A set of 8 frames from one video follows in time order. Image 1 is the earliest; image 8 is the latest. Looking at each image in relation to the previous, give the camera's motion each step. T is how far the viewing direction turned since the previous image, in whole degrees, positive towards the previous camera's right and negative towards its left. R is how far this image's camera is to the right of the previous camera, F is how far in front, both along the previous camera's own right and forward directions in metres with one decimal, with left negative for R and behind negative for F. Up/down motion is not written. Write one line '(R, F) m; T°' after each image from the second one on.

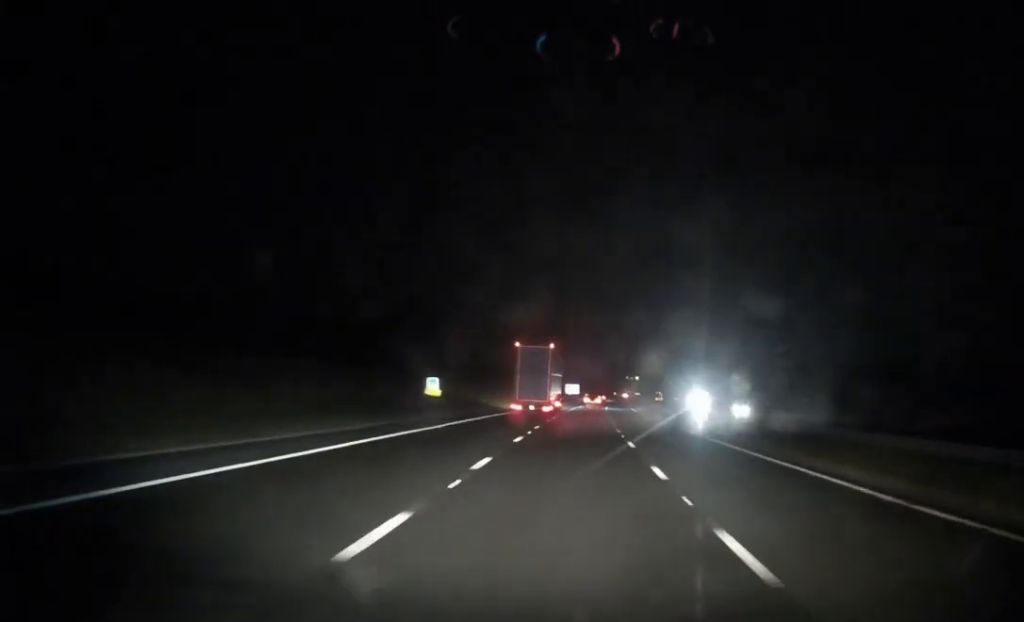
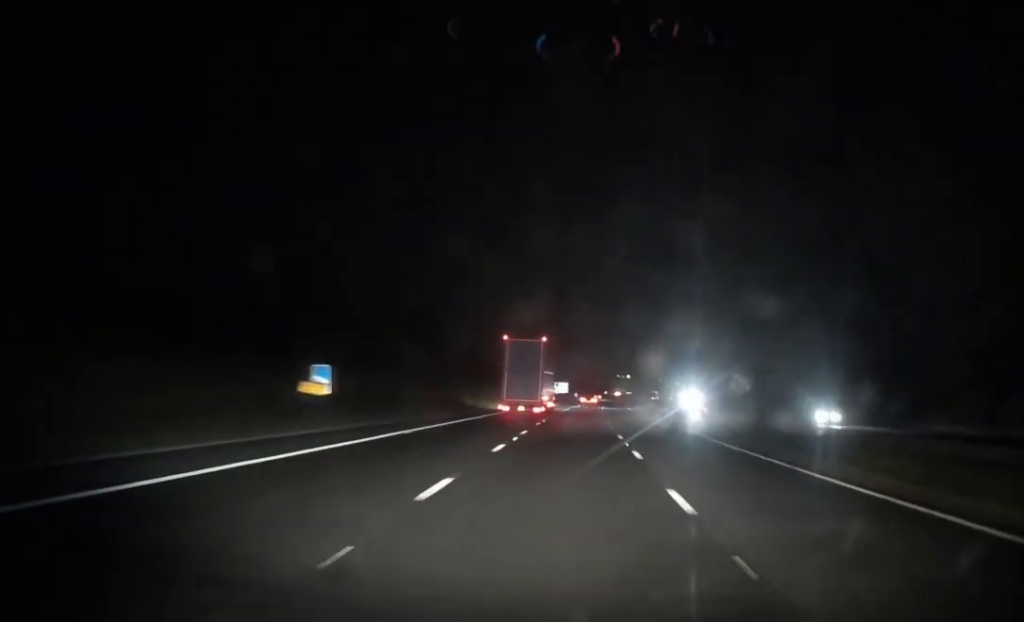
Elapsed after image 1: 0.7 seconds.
(+0.1, +22.8) m; +1°
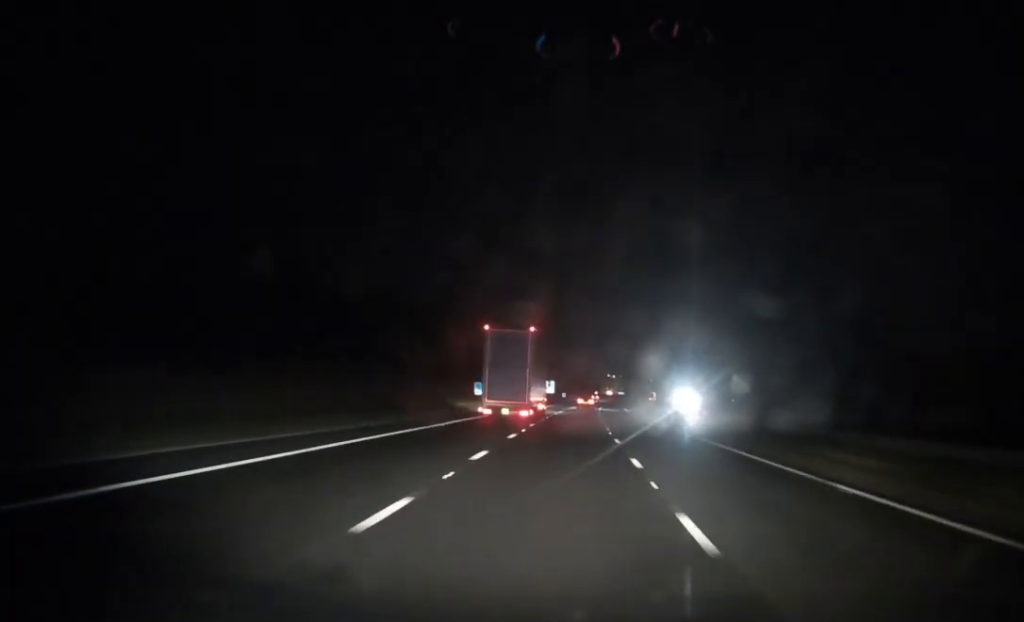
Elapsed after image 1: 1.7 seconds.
(+0.2, +28.9) m; +1°
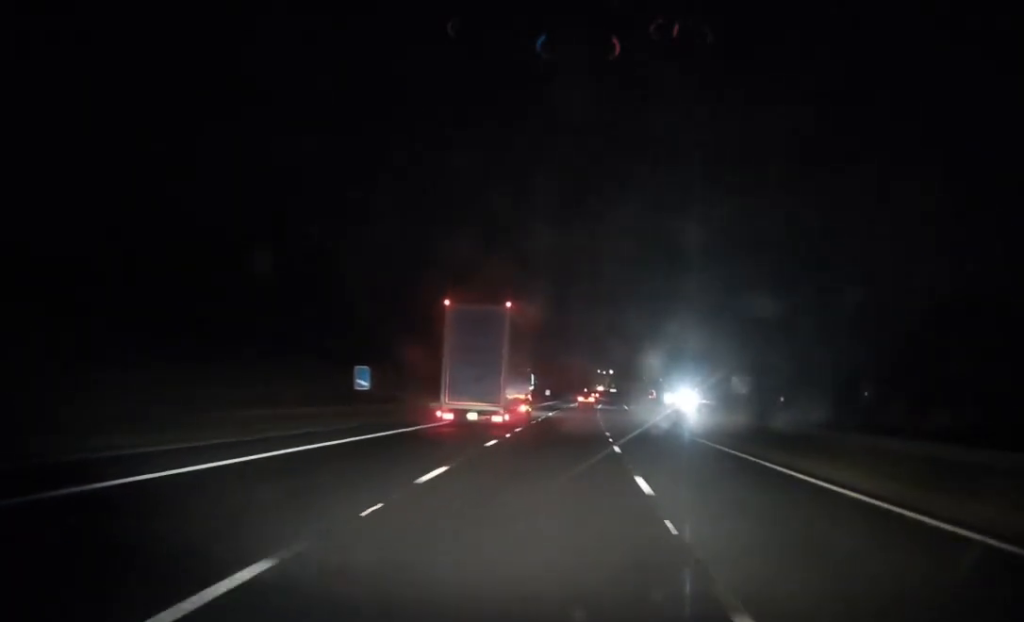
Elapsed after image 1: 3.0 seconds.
(+0.2, +41.3) m; +1°
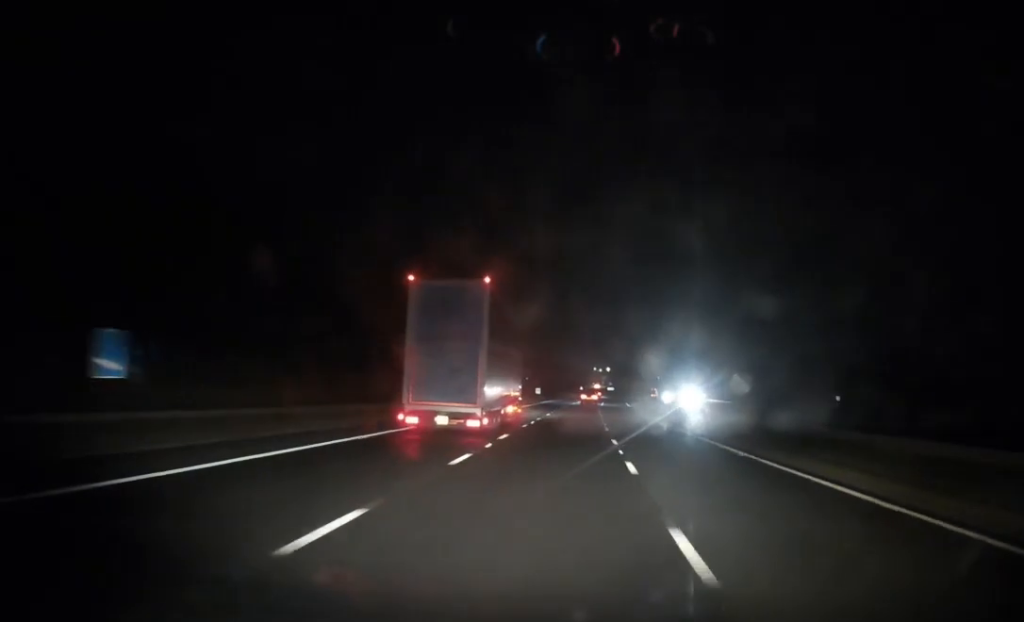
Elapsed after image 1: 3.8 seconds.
(+0.1, +23.8) m; 0°
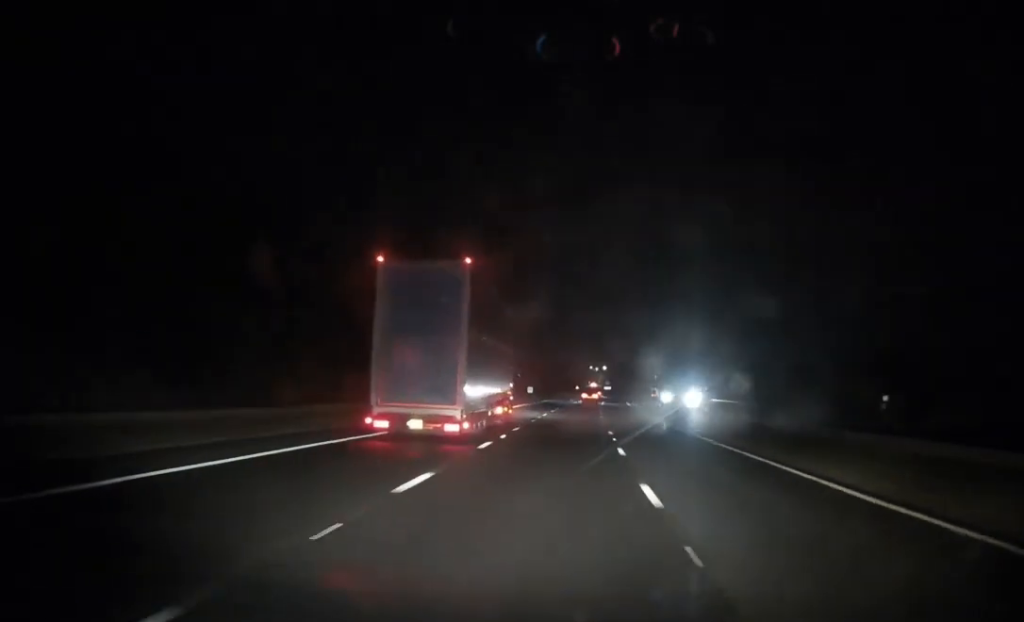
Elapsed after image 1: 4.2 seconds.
(0.0, +13.4) m; 0°
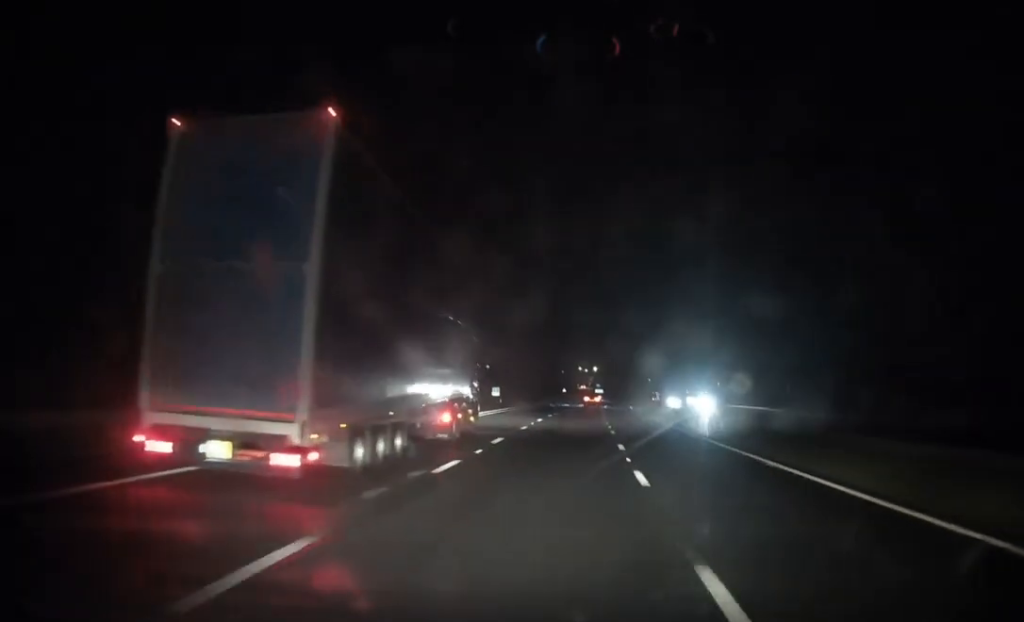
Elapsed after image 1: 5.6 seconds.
(+0.4, +43.4) m; +1°
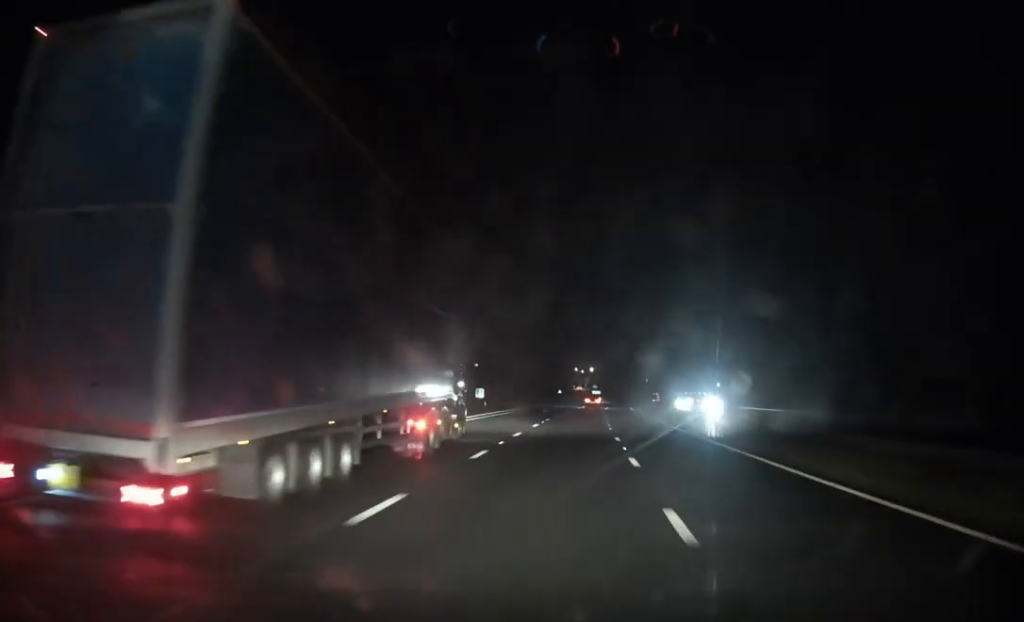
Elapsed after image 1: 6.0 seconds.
(0.0, +13.4) m; 0°
